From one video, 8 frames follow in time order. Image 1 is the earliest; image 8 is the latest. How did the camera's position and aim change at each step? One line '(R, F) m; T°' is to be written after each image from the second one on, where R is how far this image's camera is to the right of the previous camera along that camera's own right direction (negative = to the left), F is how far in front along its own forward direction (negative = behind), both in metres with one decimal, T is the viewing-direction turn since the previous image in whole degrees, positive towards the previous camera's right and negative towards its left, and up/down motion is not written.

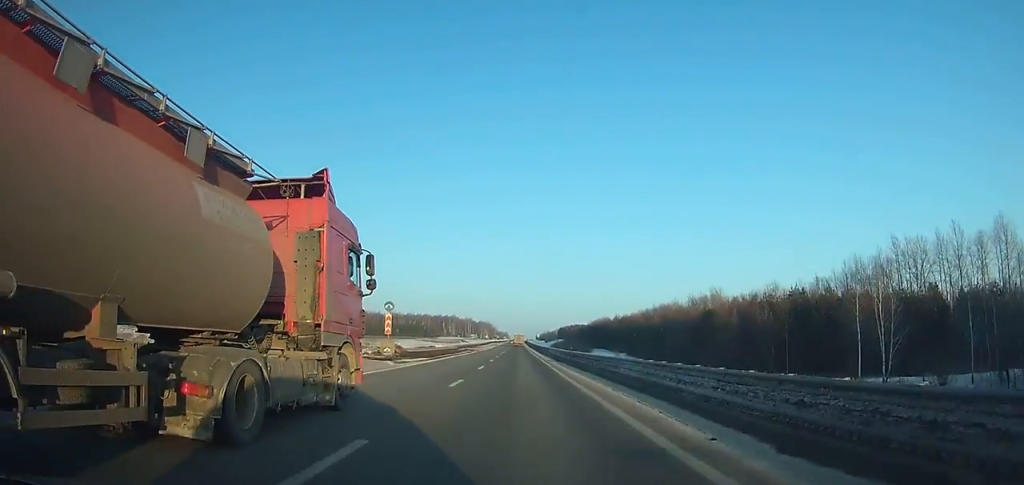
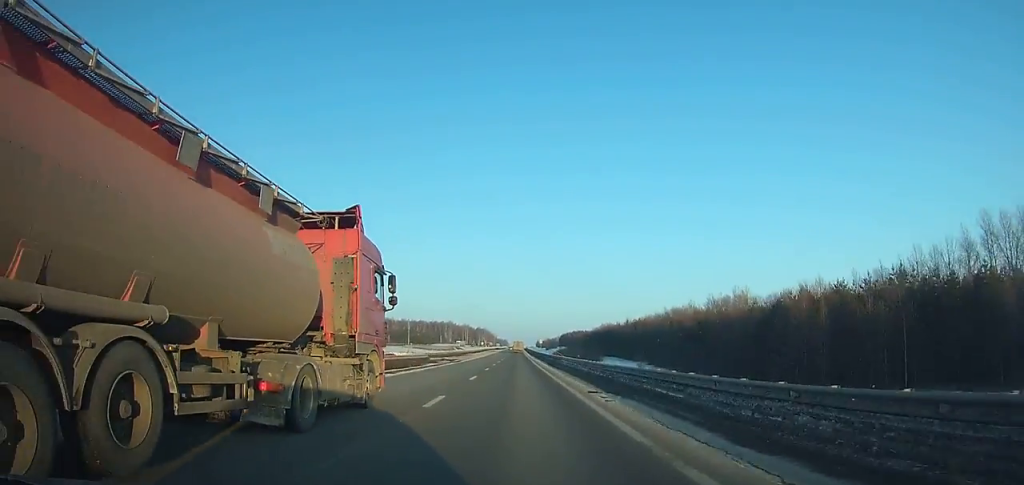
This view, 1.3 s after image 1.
(0.0, +27.9) m; 0°
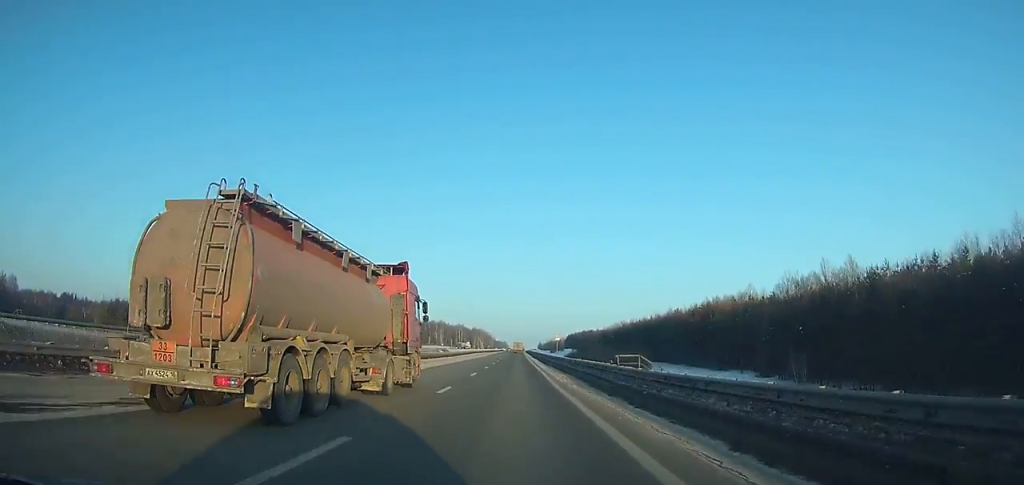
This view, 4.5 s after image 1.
(+0.1, +68.6) m; 0°
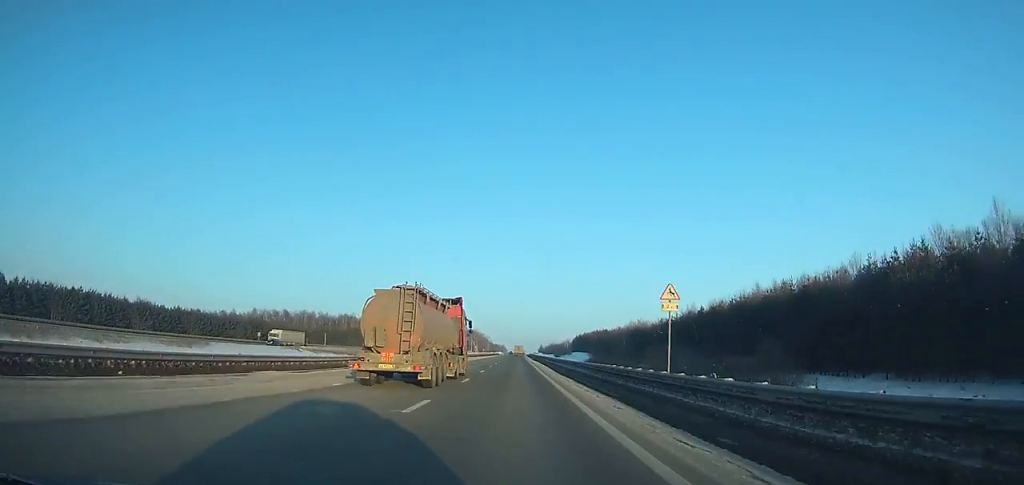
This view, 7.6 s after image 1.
(+0.1, +67.4) m; 0°
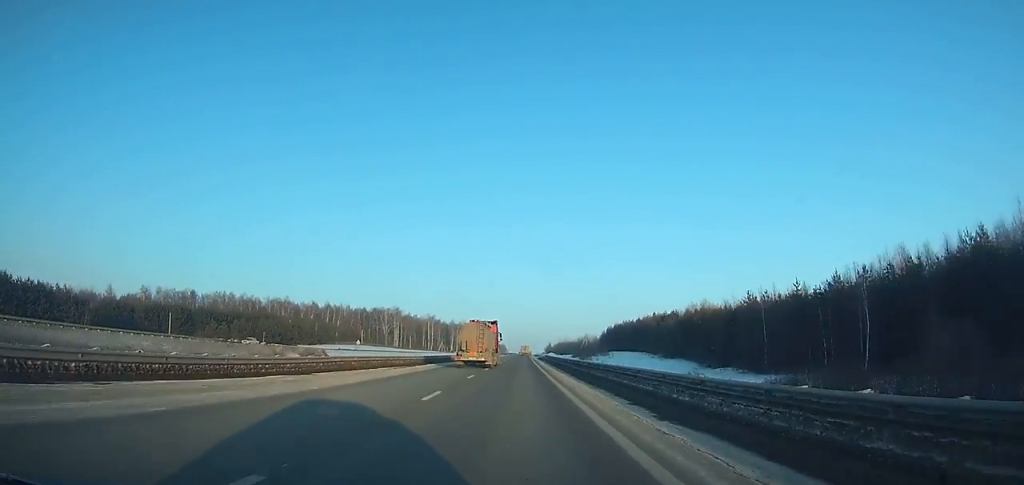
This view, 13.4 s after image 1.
(+0.4, +132.0) m; +1°
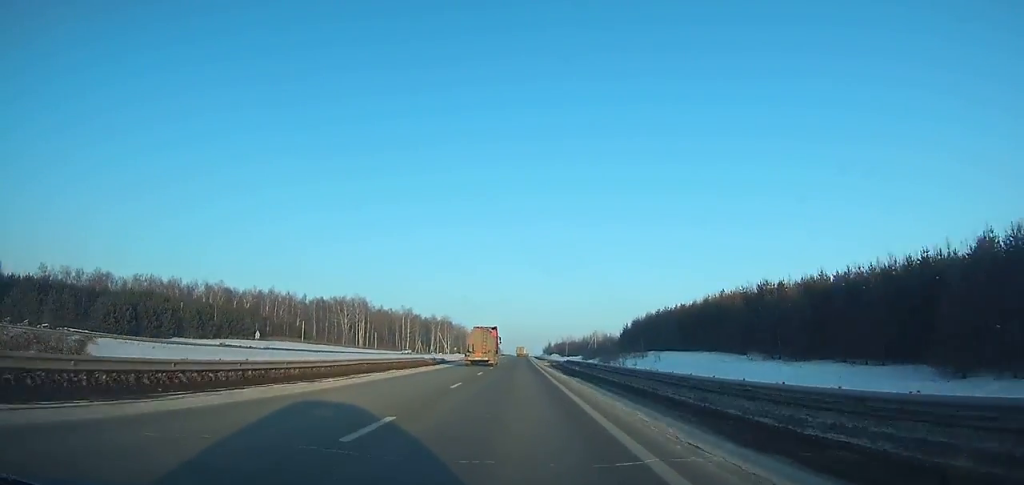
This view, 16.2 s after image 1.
(+0.4, +66.8) m; 0°
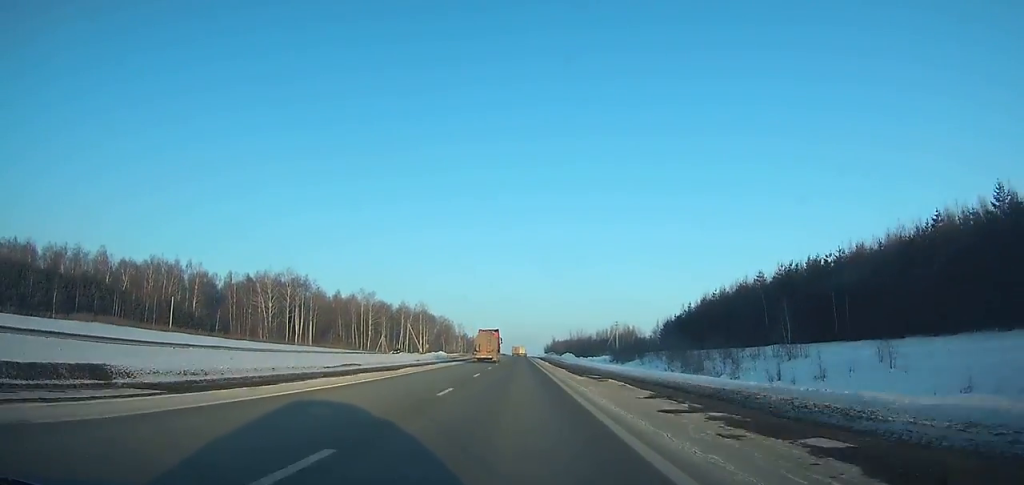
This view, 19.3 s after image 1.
(-0.3, +75.7) m; 0°
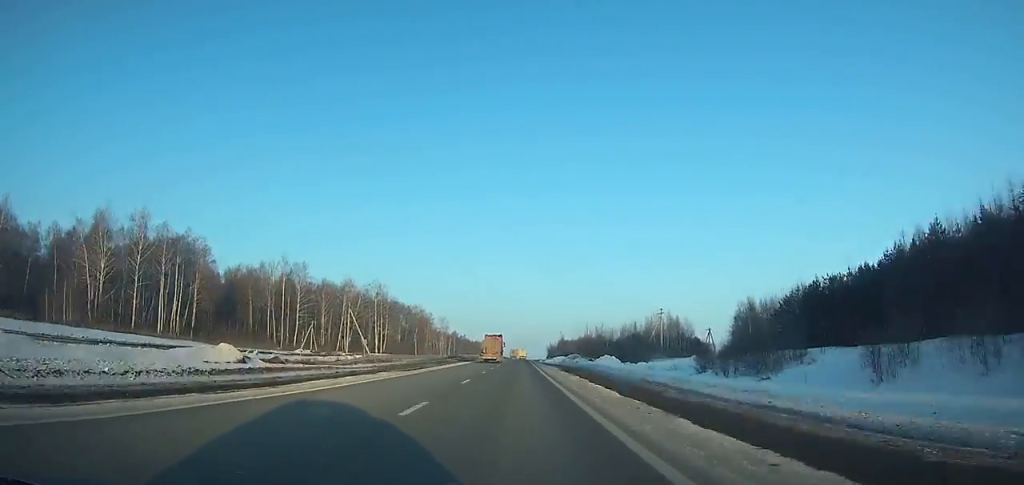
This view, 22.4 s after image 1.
(0.0, +76.6) m; 0°
